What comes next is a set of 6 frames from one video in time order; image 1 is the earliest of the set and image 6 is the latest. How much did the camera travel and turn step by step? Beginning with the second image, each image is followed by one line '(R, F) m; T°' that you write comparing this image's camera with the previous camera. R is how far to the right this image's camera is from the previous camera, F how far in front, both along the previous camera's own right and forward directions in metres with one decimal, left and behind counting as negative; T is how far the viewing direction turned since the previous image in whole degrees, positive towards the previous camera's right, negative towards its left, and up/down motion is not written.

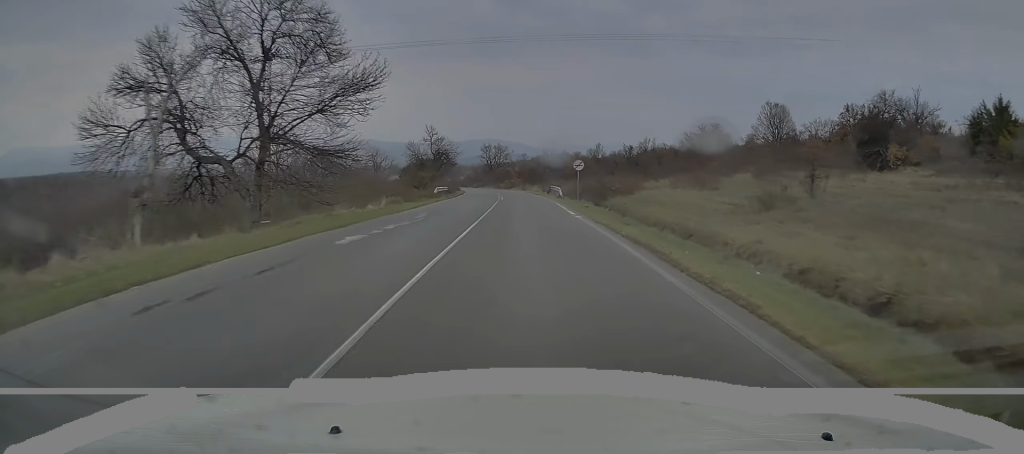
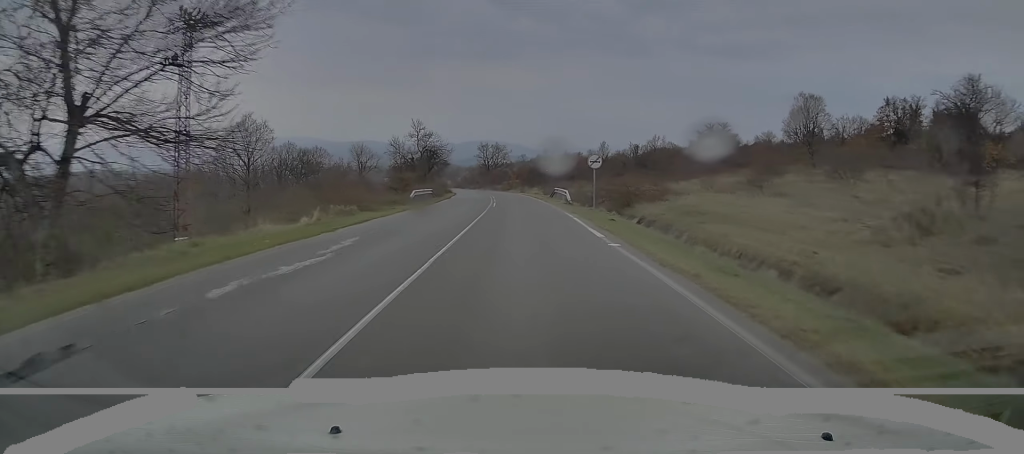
(+0.1, +9.1) m; 0°
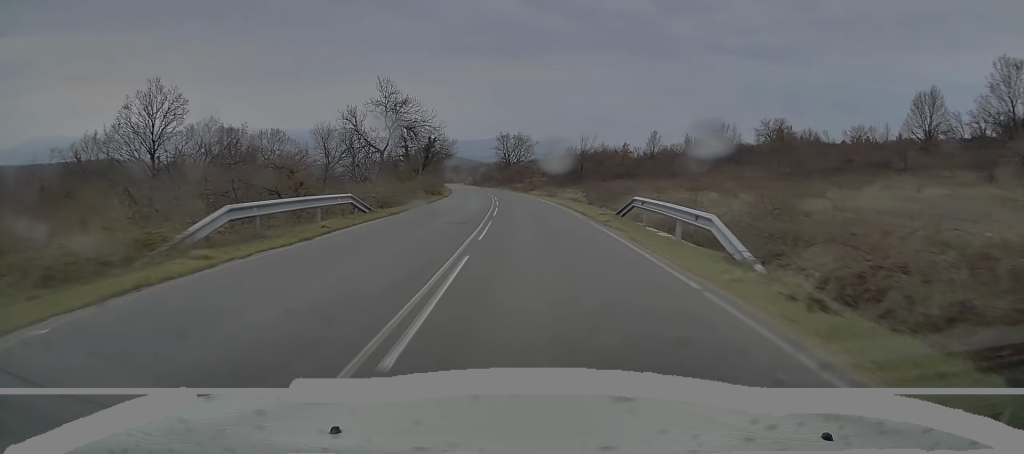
(-0.3, +26.9) m; -2°
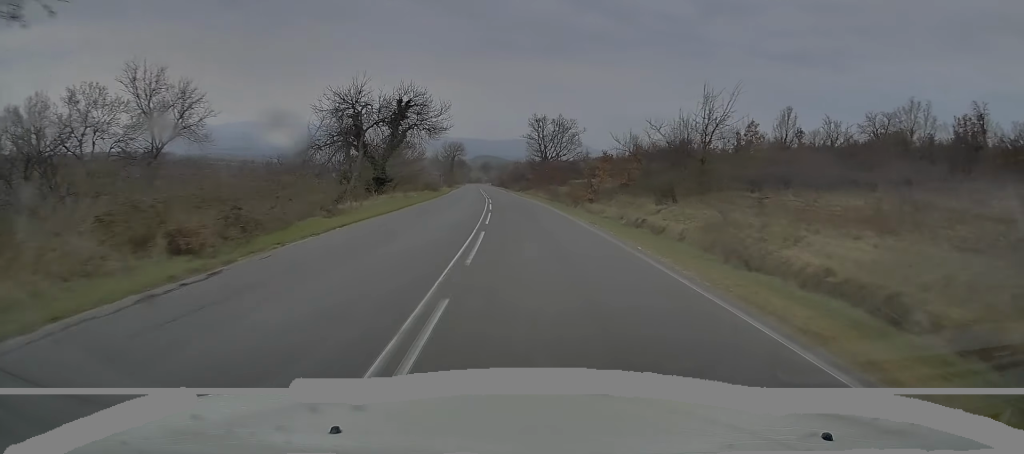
(-1.1, +38.0) m; -3°
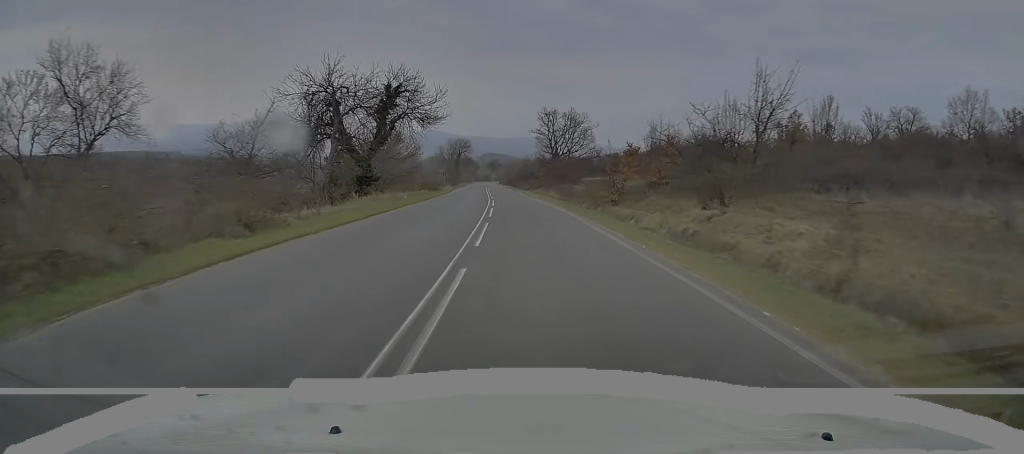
(0.0, +7.0) m; 0°
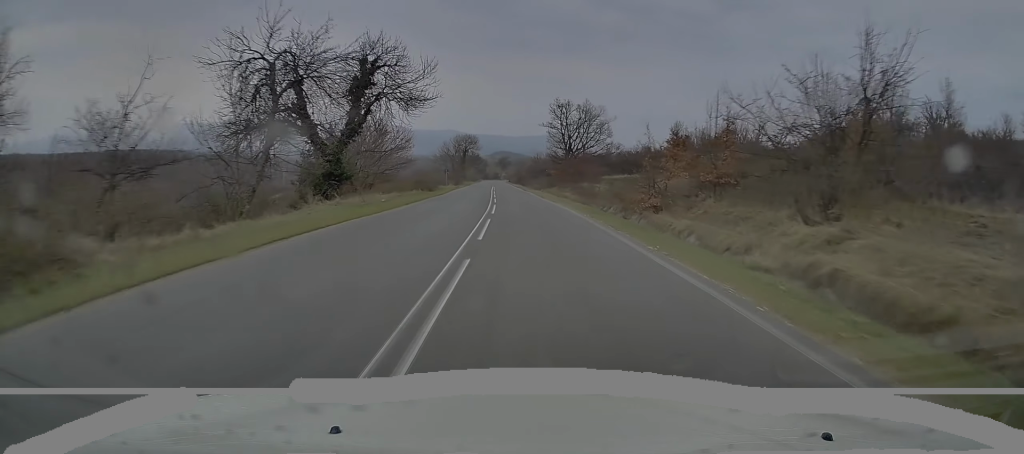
(+0.1, +7.8) m; 0°
